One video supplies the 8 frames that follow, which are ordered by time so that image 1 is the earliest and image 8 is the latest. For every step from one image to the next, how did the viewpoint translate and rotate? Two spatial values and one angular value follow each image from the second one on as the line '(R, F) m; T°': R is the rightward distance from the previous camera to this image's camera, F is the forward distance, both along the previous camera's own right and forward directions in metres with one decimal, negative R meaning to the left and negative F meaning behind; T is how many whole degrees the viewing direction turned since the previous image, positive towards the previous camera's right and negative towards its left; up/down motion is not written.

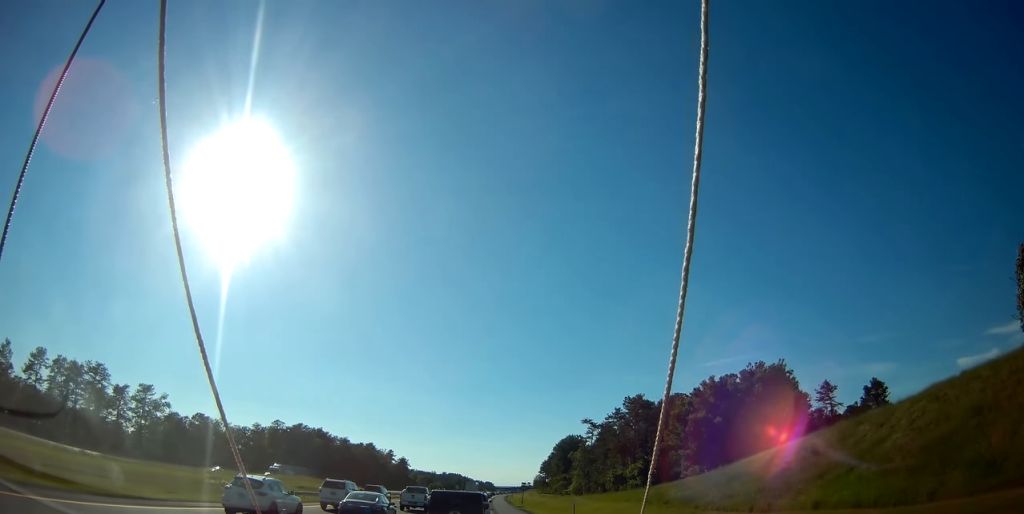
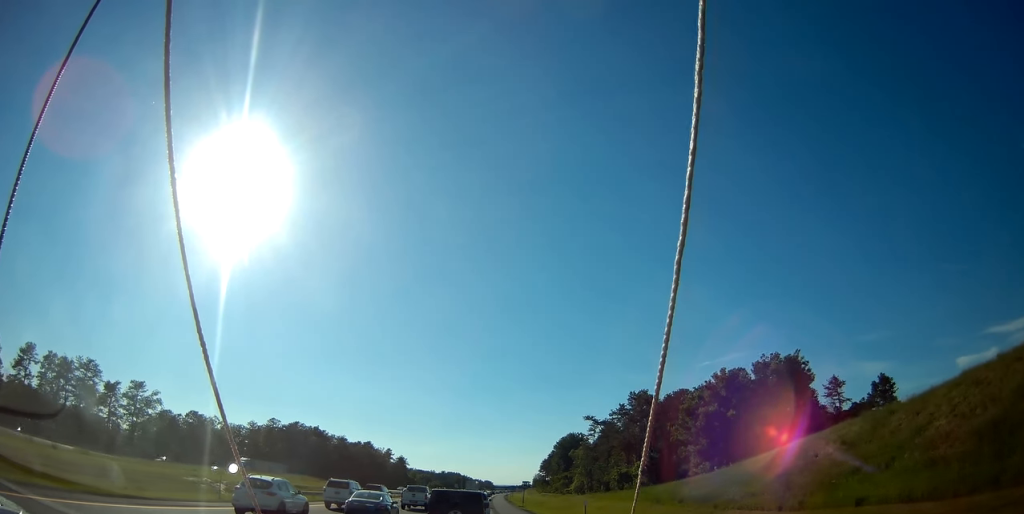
(0.0, +3.2) m; +1°
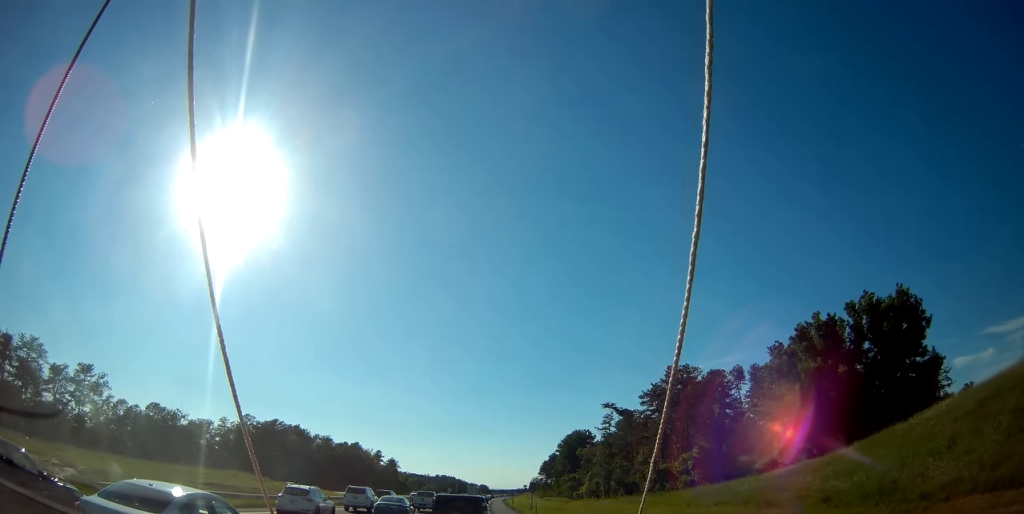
(-0.3, +17.8) m; -2°
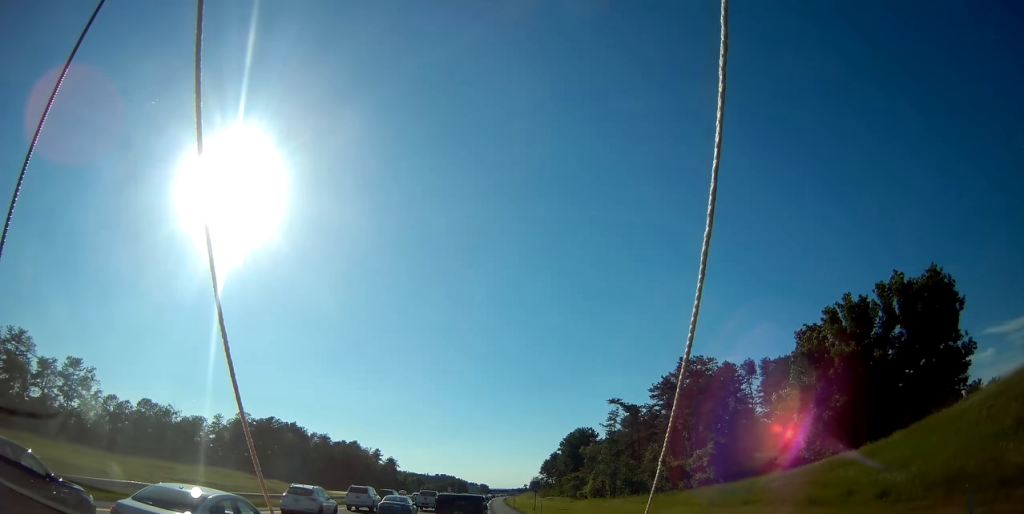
(+0.1, +3.7) m; +1°
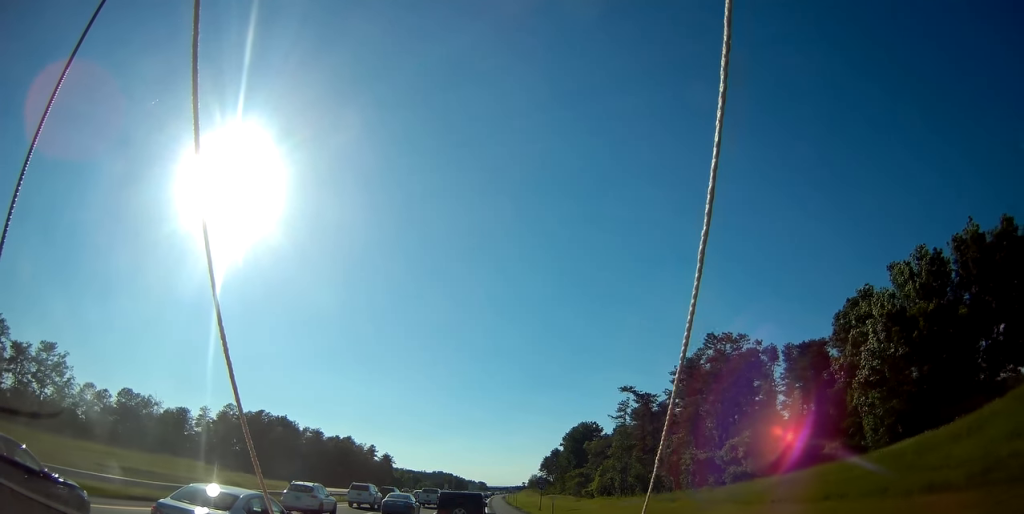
(+0.2, +7.4) m; +1°
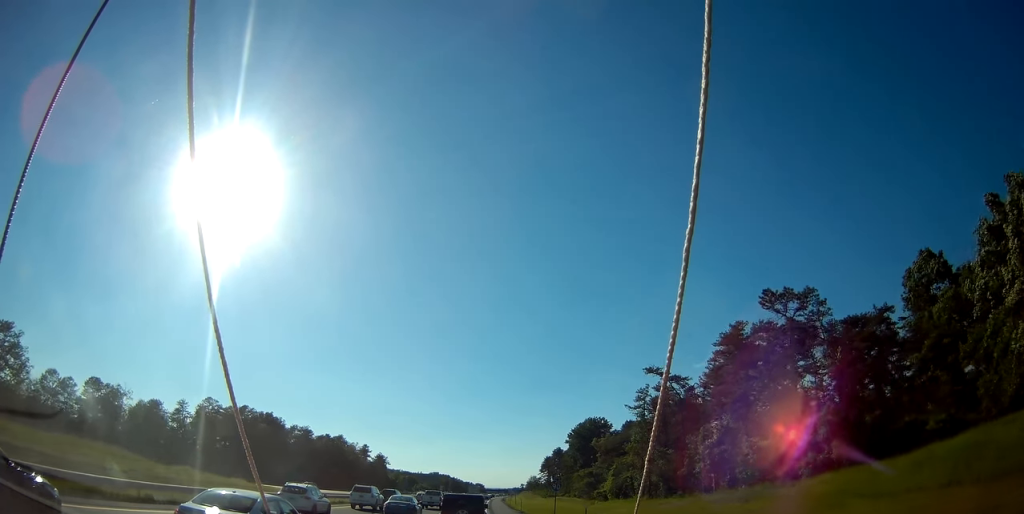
(0.0, +11.4) m; +1°
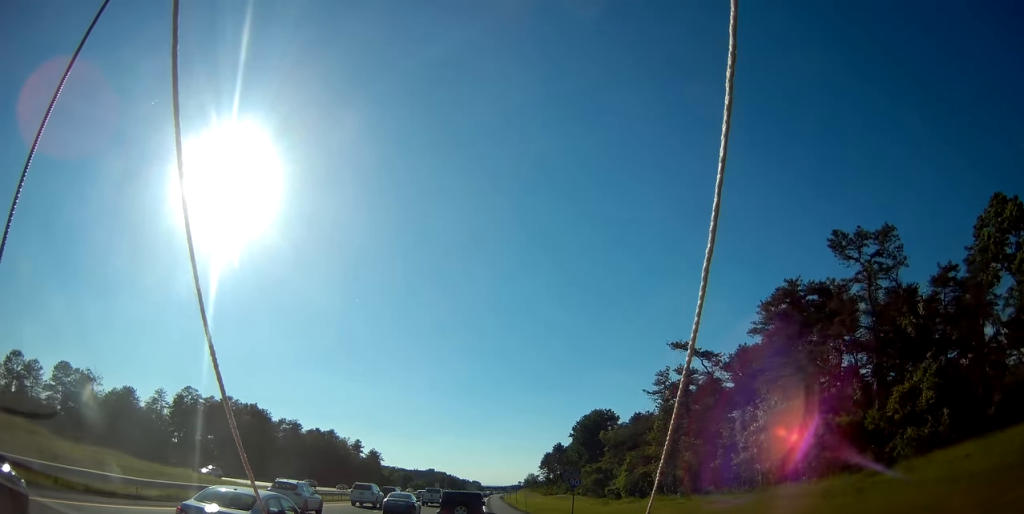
(+0.1, +9.5) m; +1°
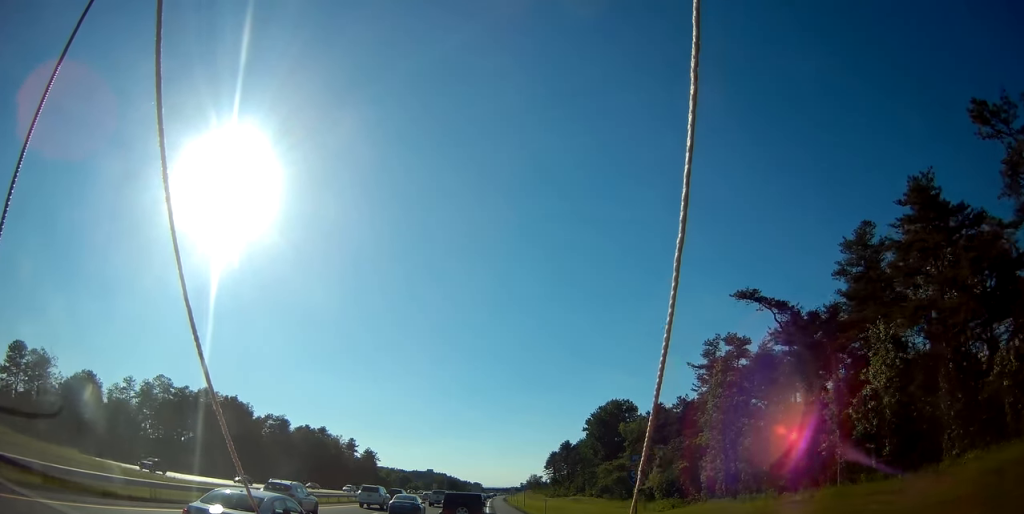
(0.0, +14.1) m; -1°
